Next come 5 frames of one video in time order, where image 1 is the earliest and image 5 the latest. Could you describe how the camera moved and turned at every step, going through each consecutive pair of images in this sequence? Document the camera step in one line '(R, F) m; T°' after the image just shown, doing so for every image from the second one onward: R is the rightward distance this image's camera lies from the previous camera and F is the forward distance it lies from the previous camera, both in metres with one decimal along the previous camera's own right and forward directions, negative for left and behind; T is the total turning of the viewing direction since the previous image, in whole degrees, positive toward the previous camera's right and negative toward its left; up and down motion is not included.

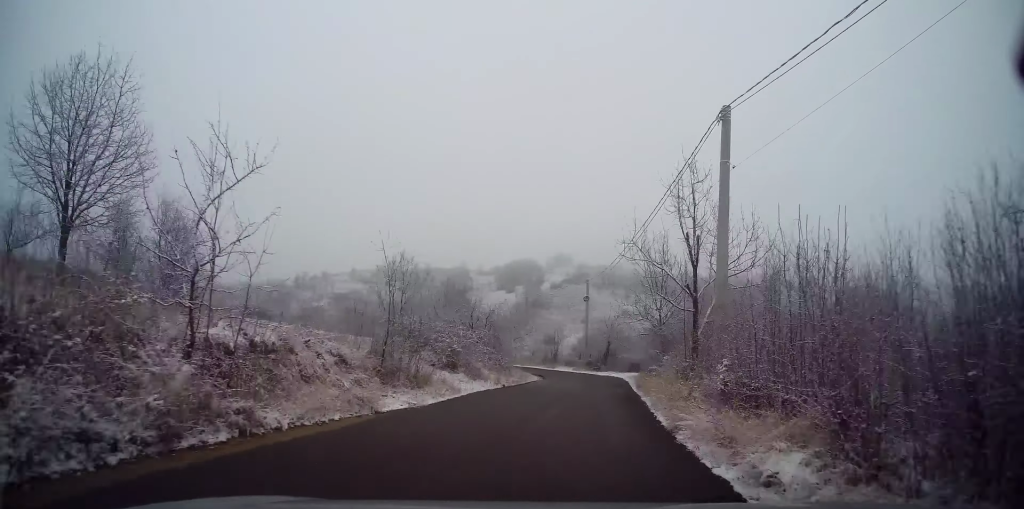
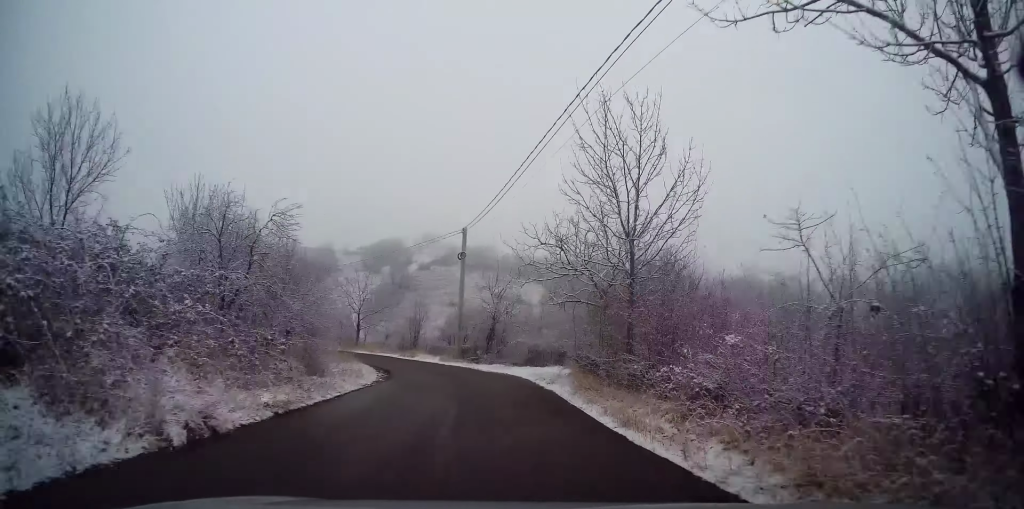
(+2.3, +15.5) m; +11°
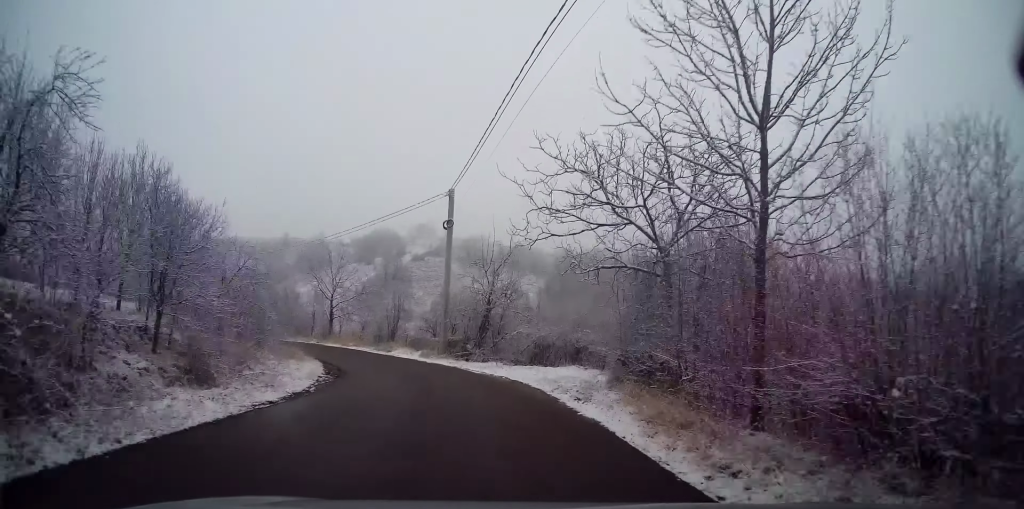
(+0.4, +7.1) m; +1°
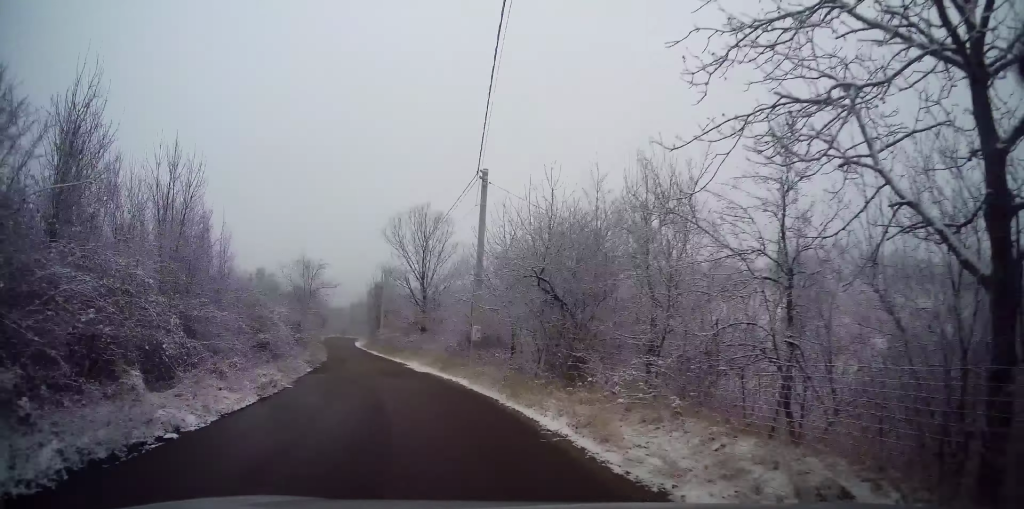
(-8.7, +37.4) m; -34°
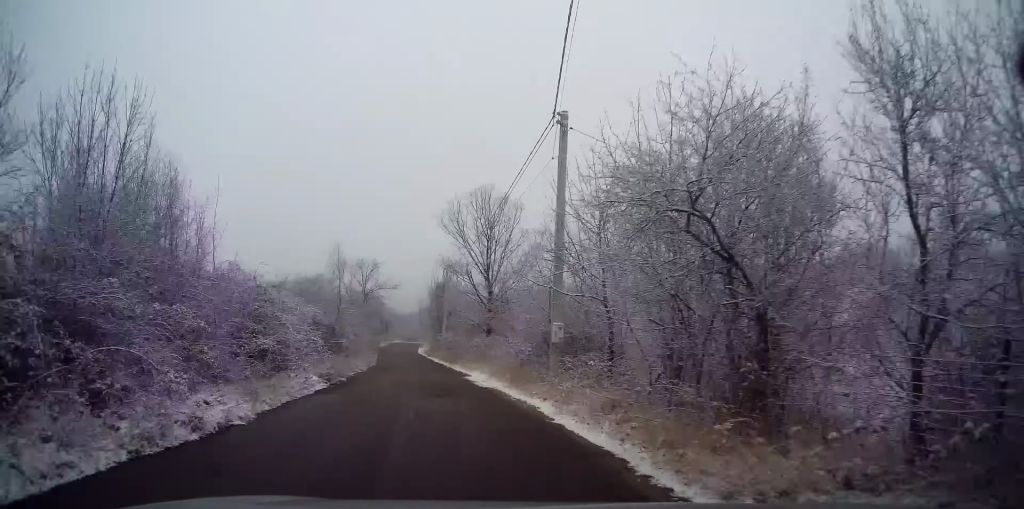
(-0.3, +5.7) m; -6°
